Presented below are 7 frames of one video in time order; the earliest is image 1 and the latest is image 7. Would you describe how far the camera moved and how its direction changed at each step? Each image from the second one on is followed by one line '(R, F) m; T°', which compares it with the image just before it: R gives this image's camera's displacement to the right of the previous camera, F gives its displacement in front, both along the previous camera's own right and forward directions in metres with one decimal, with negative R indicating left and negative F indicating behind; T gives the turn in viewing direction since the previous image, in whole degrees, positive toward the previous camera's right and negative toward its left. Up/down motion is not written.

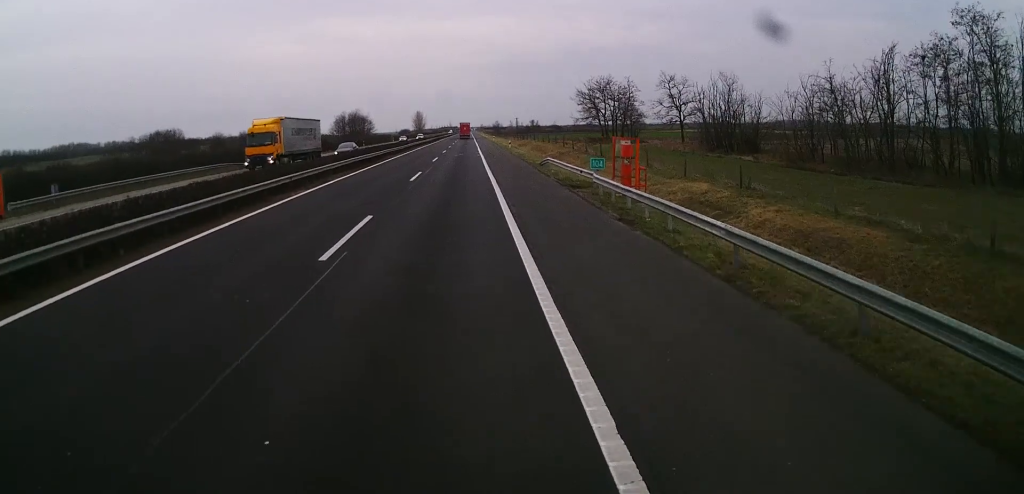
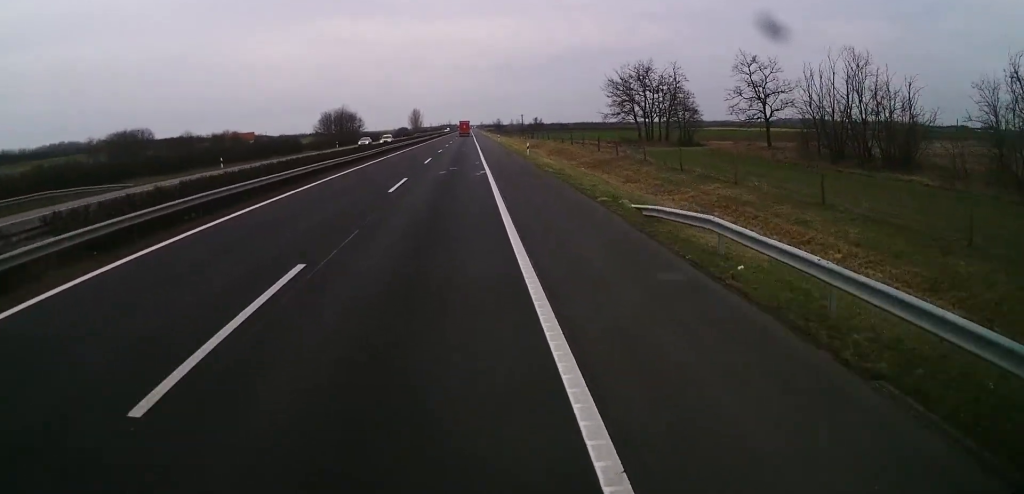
(+0.2, +25.4) m; 0°
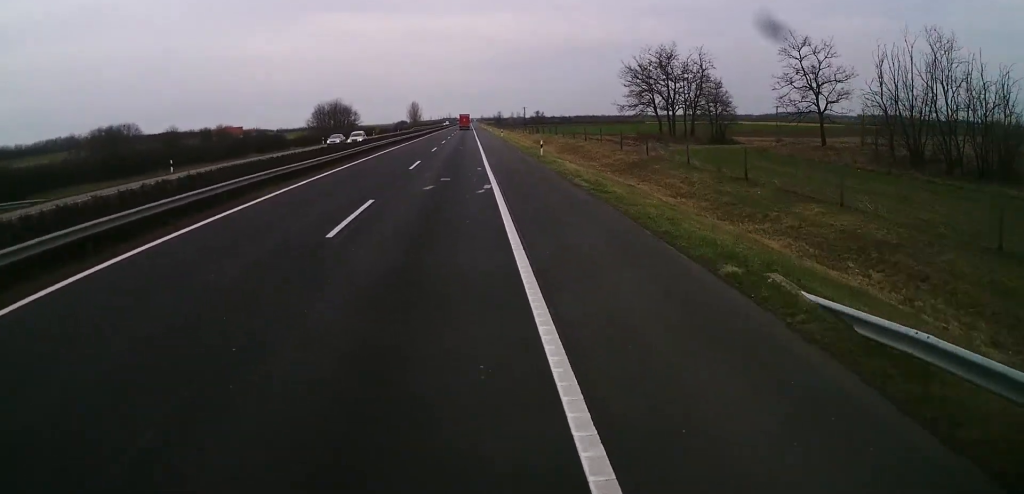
(0.0, +10.0) m; 0°
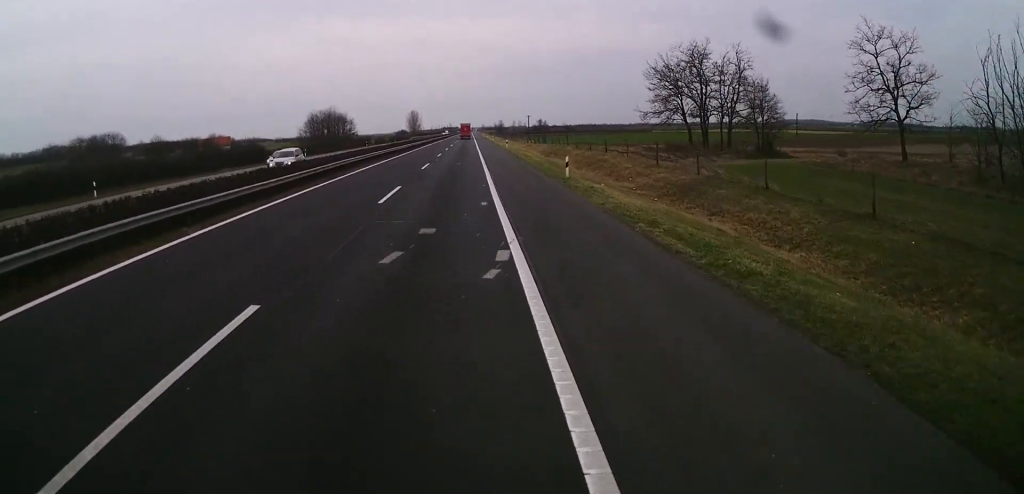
(0.0, +10.8) m; 0°
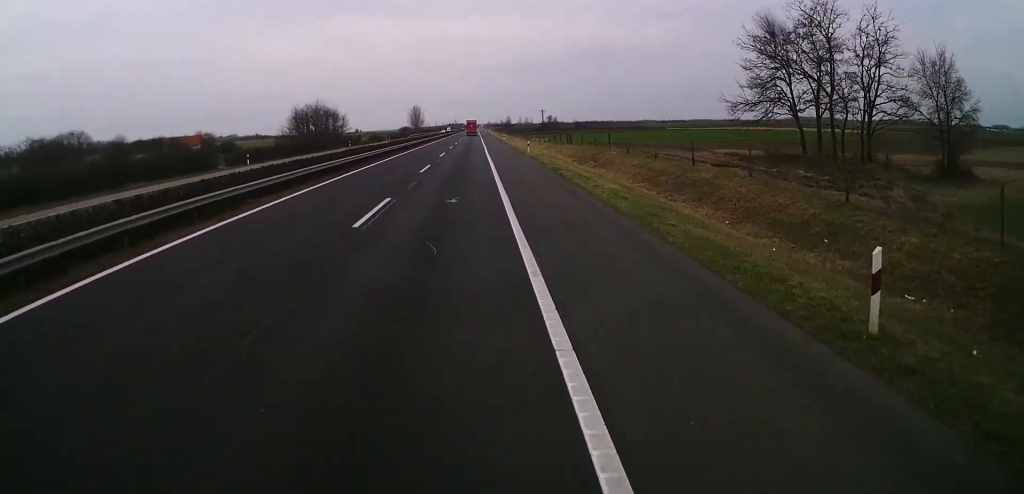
(-0.1, +23.9) m; -1°
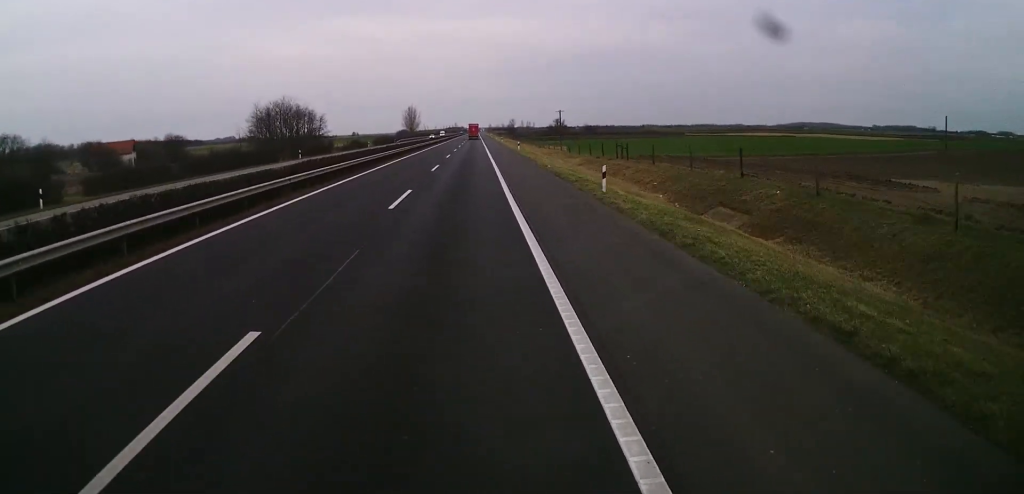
(-0.3, +32.4) m; 0°
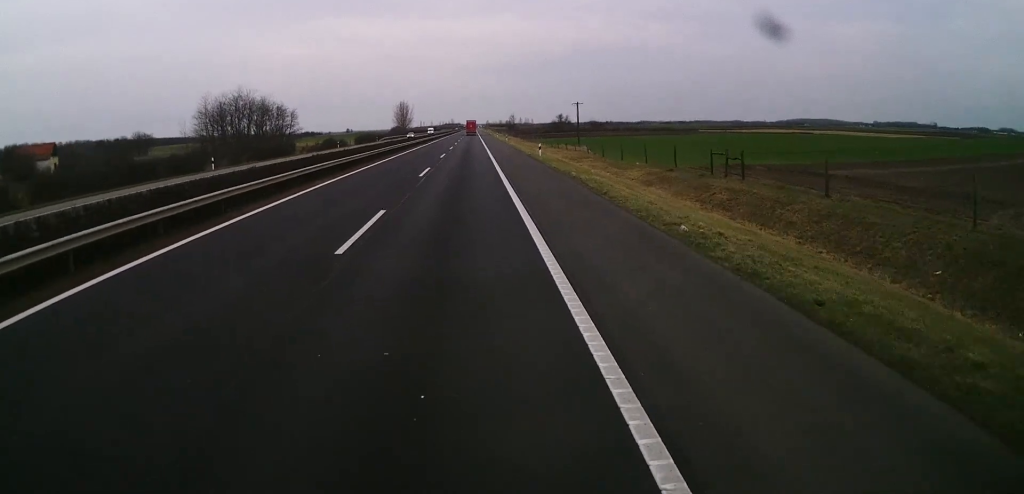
(+0.3, +26.2) m; 0°
